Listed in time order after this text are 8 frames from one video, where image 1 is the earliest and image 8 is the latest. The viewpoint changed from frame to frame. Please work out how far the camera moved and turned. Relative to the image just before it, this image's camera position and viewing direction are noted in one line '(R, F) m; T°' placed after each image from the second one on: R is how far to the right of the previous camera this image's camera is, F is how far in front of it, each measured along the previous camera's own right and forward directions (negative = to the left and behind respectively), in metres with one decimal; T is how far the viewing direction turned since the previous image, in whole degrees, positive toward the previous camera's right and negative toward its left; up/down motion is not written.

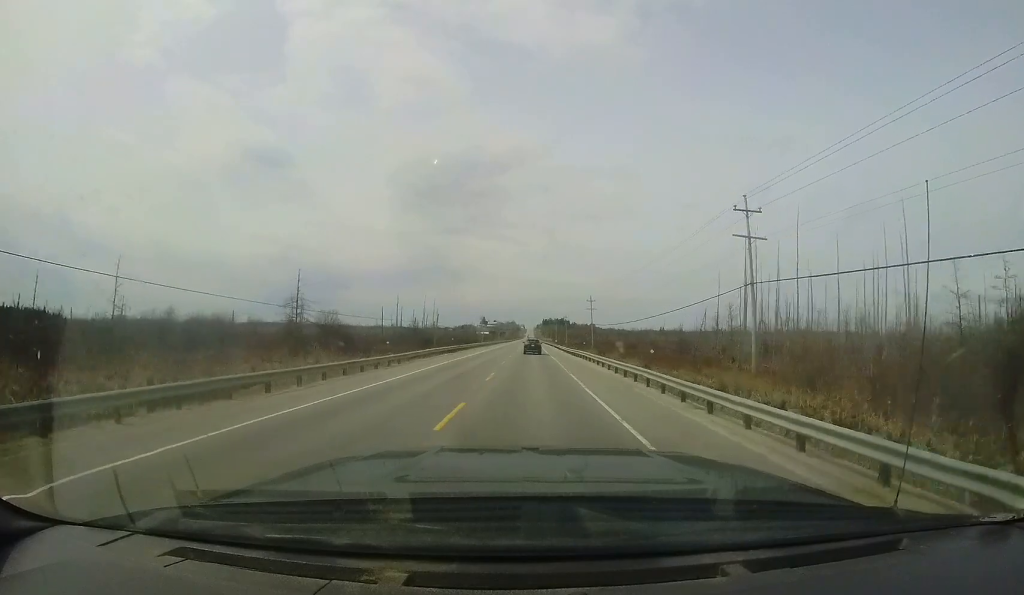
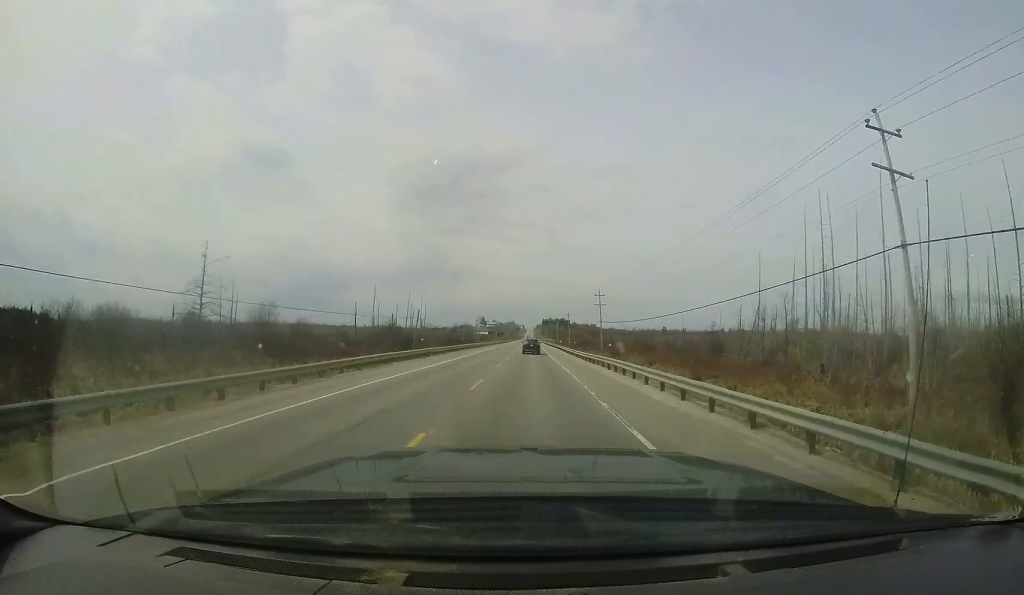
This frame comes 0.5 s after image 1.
(-0.2, +11.7) m; 0°
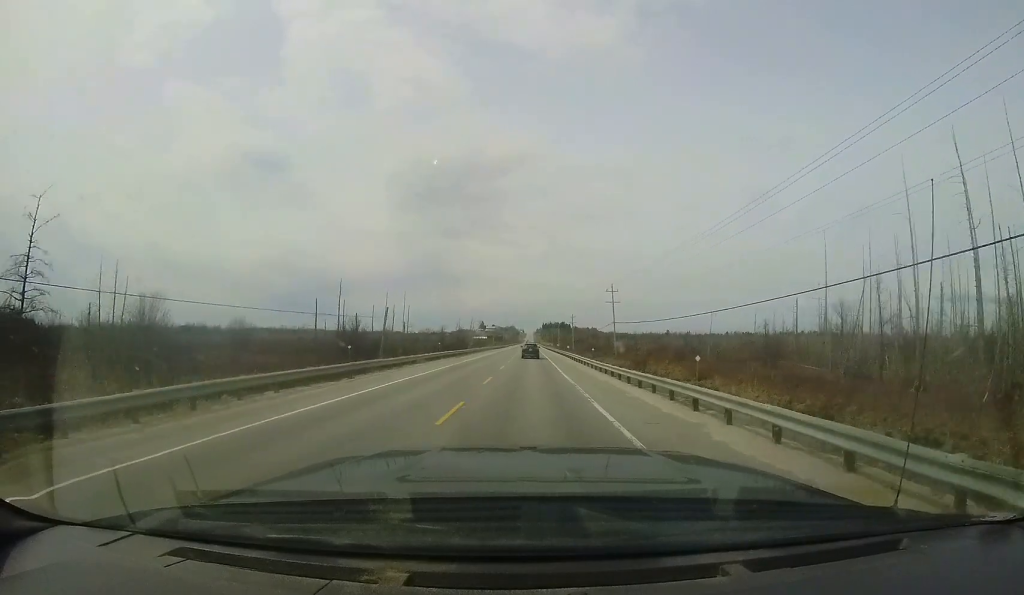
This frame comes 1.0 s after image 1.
(+0.1, +12.6) m; 0°
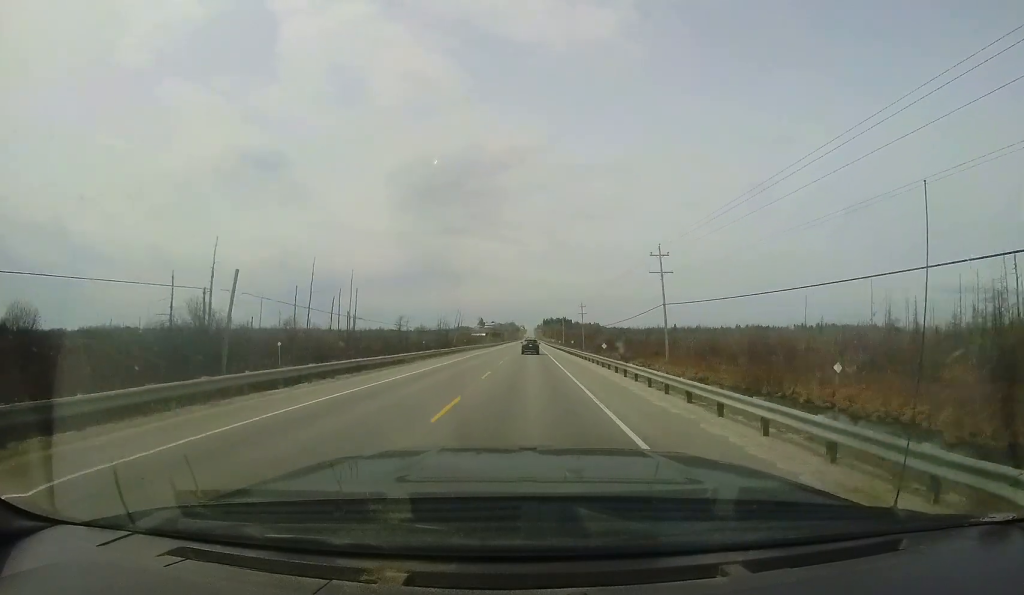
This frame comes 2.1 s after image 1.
(+0.1, +24.6) m; 0°
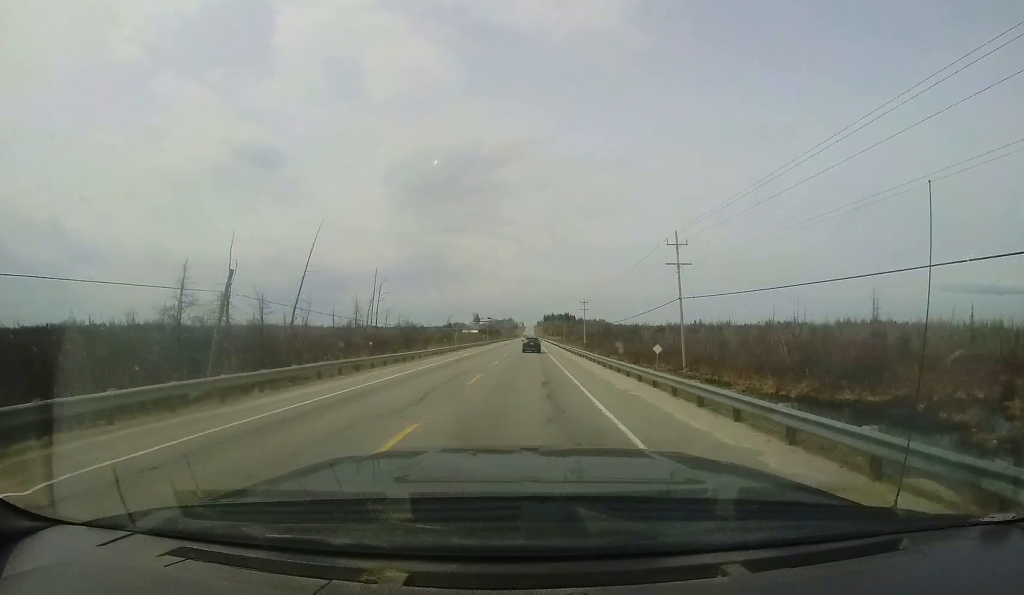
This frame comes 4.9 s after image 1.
(+0.5, +67.6) m; 0°
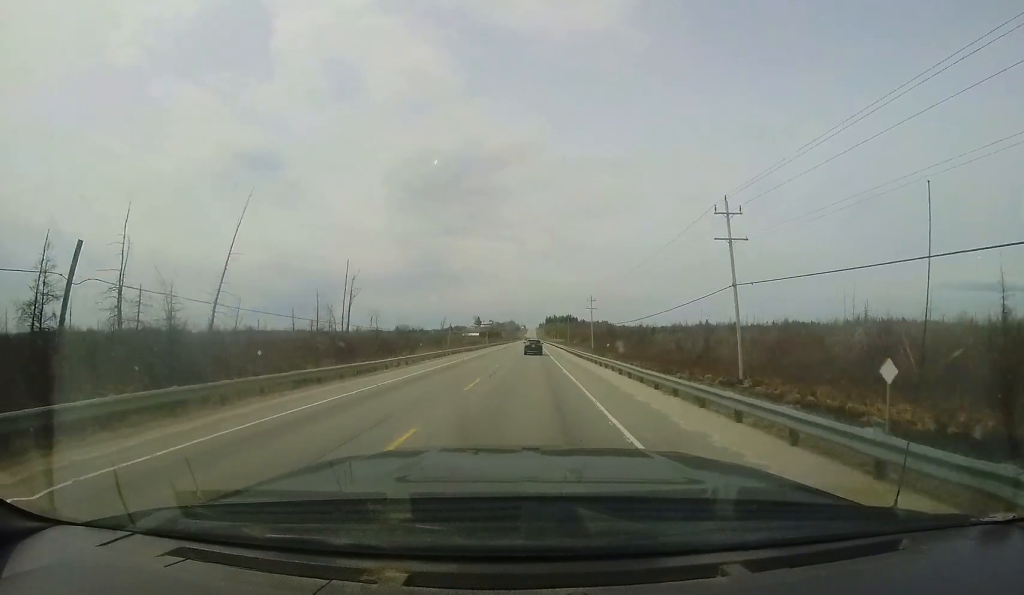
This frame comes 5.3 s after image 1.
(-0.1, +9.6) m; 0°
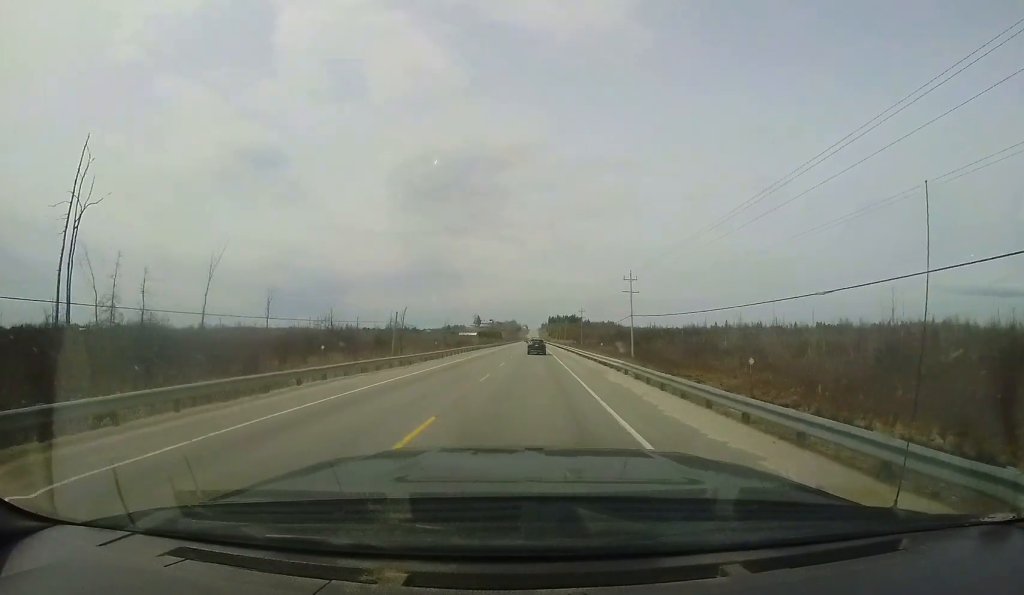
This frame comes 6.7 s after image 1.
(0.0, +34.4) m; 0°
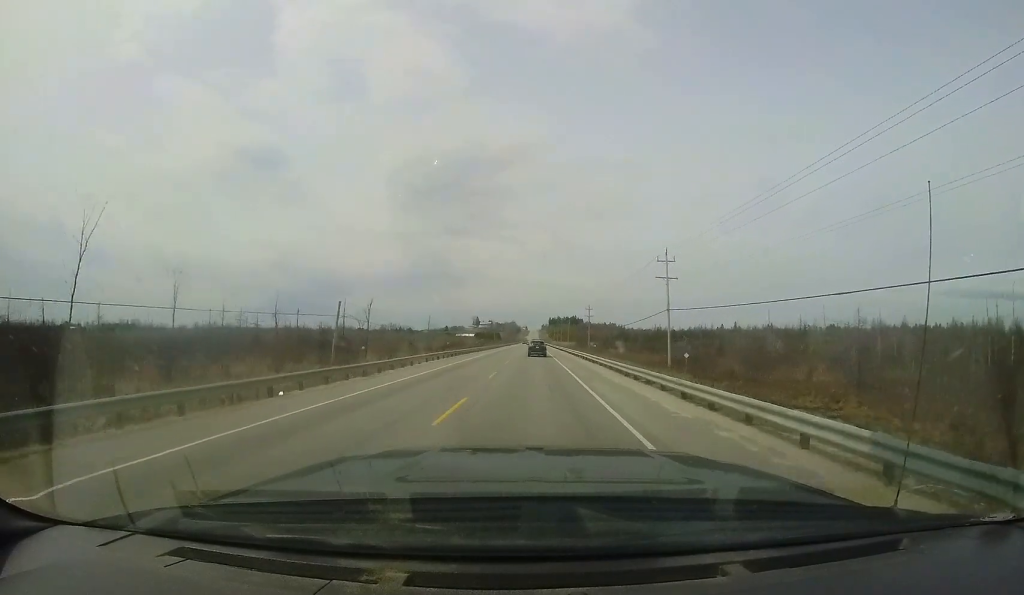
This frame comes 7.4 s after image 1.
(-0.1, +15.1) m; 0°
